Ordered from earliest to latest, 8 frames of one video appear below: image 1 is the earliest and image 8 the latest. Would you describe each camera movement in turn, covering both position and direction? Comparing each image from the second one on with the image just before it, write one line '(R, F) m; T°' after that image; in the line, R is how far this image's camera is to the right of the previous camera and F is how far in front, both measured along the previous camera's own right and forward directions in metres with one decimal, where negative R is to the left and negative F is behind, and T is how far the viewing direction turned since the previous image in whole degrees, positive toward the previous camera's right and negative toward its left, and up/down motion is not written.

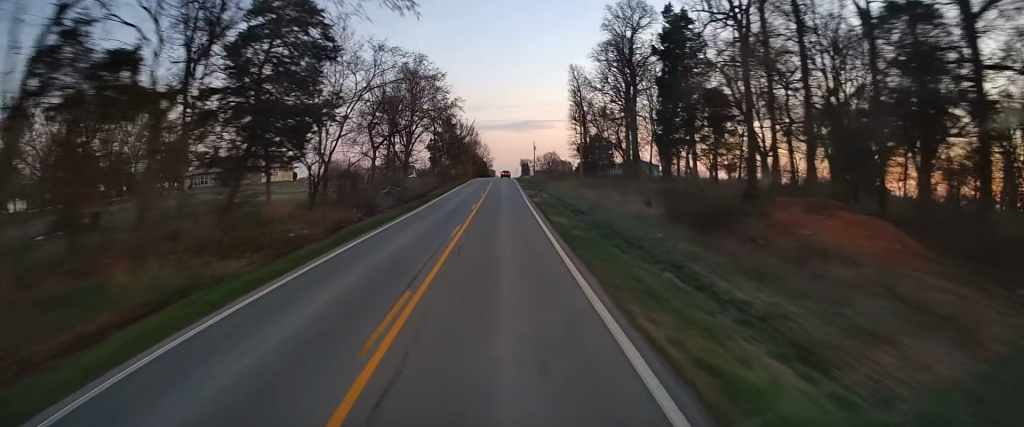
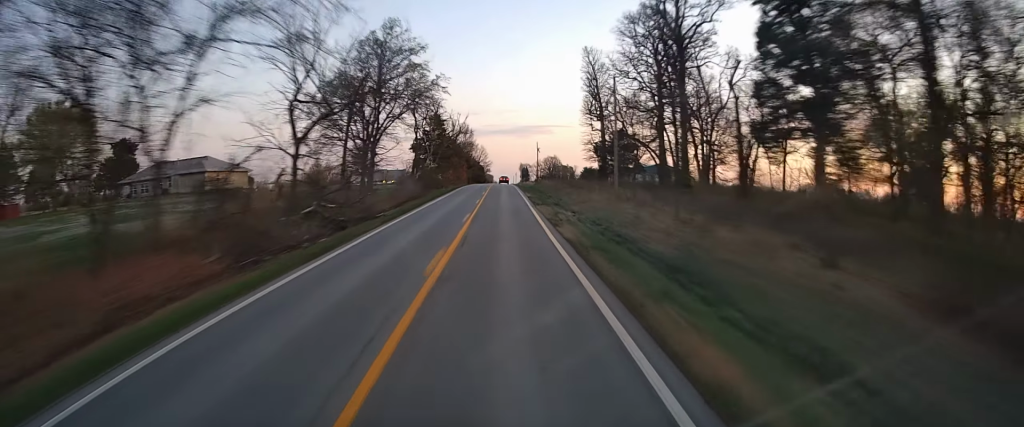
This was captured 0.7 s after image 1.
(-0.3, +19.3) m; -1°
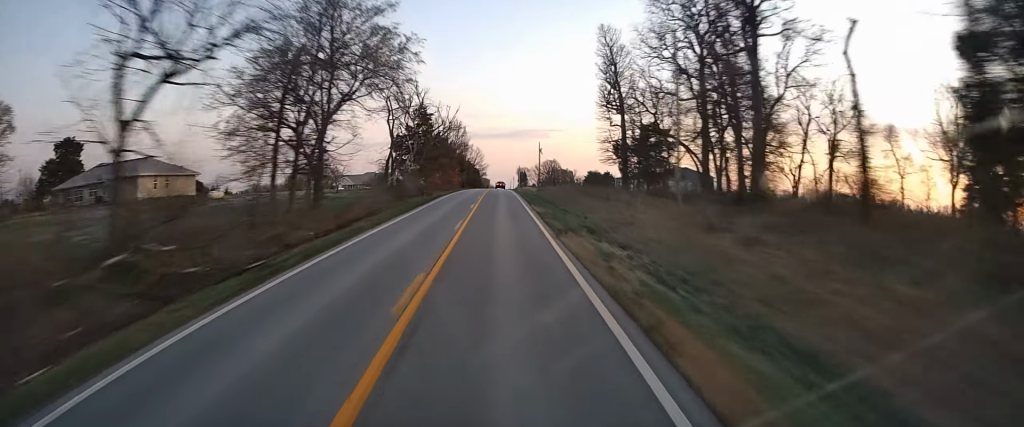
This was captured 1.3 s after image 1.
(-0.4, +15.6) m; -1°
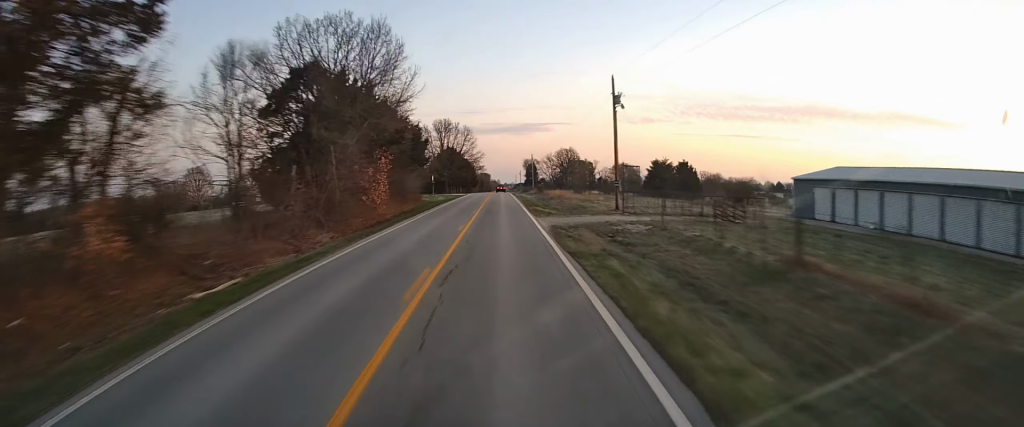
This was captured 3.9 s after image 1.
(+0.8, +73.9) m; +2°
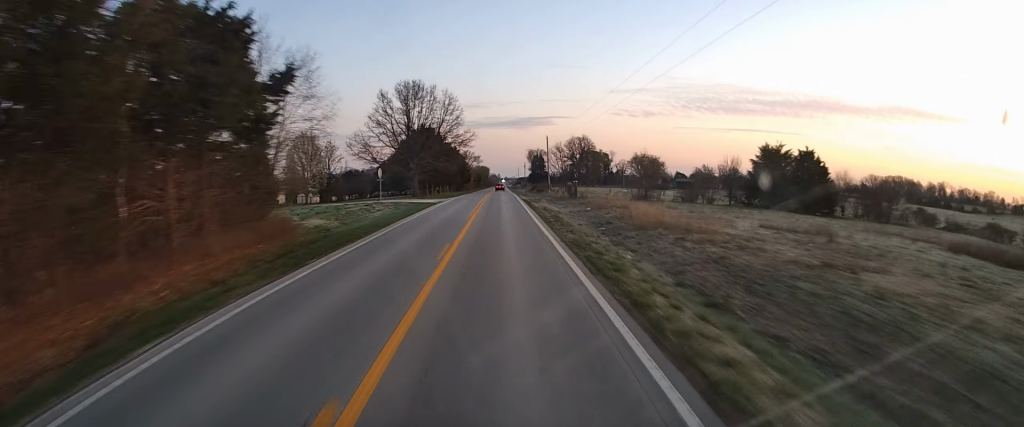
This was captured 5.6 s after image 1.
(0.0, +44.5) m; -1°
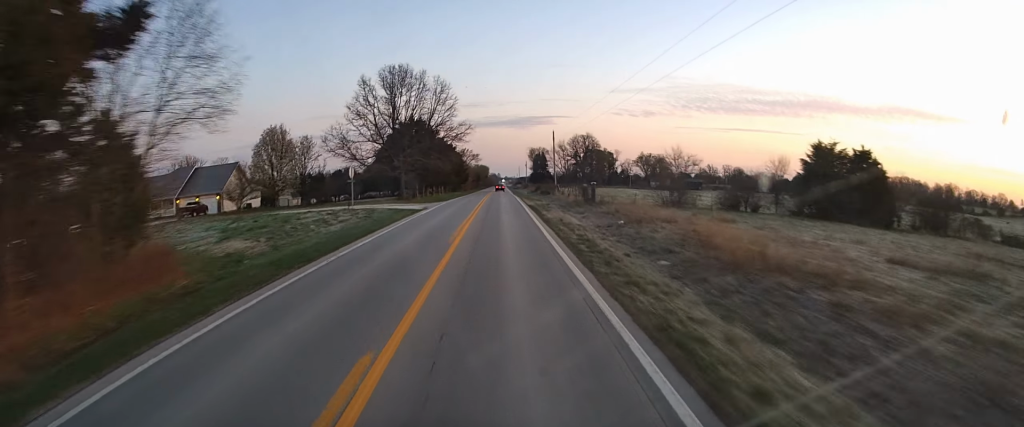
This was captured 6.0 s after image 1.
(-0.2, +10.9) m; 0°
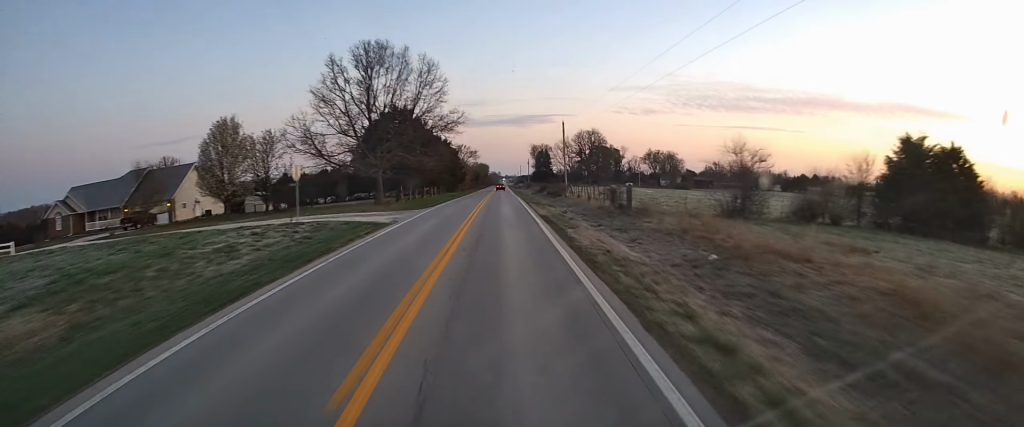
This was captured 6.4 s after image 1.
(-0.1, +12.7) m; 0°
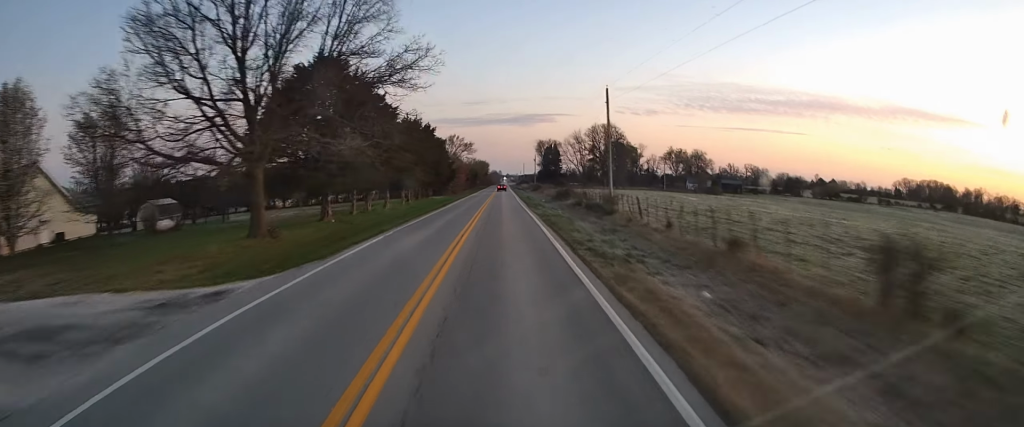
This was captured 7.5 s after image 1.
(+0.6, +28.2) m; +2°
